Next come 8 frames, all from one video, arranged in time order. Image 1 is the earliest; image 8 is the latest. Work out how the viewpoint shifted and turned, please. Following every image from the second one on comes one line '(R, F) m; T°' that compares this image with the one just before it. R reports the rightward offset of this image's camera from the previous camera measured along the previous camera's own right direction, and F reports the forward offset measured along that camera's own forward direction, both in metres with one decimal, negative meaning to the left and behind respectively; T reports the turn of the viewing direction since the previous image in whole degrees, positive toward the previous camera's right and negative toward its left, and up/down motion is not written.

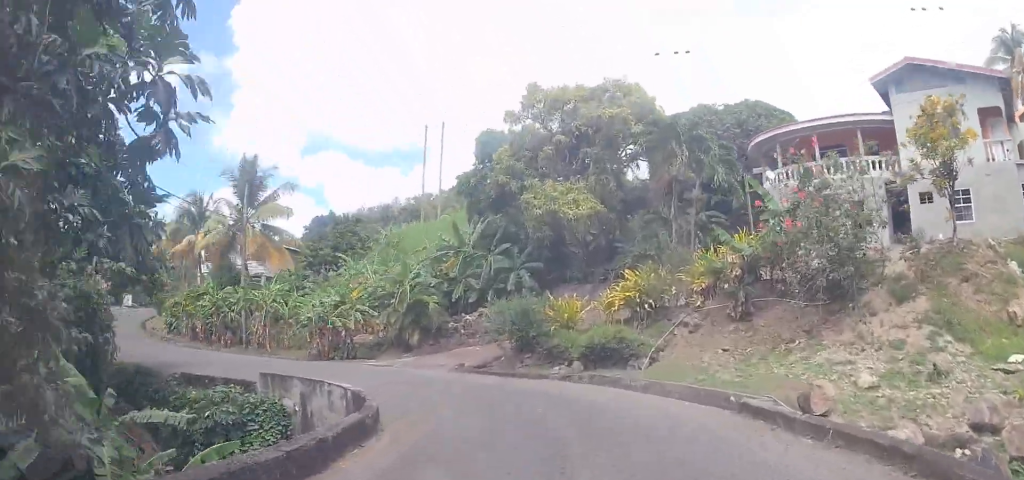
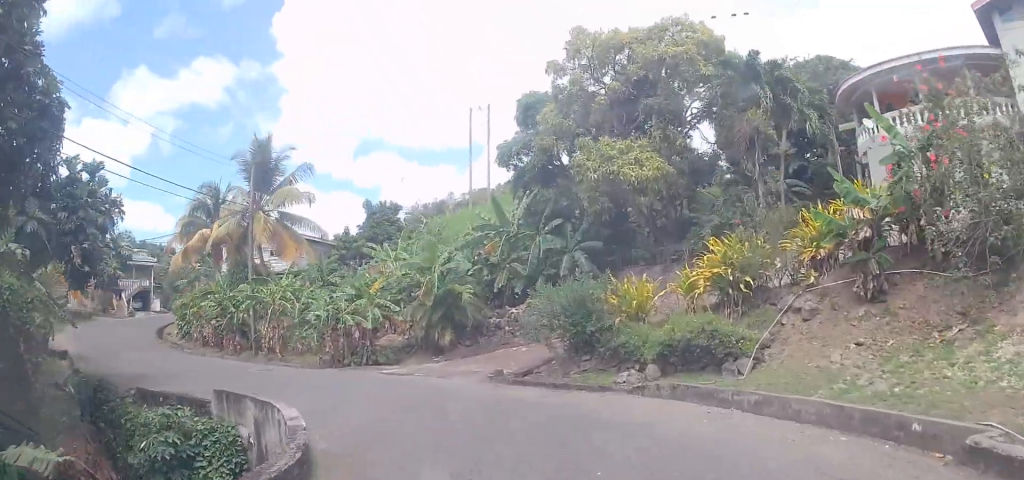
(-0.6, +4.5) m; -13°
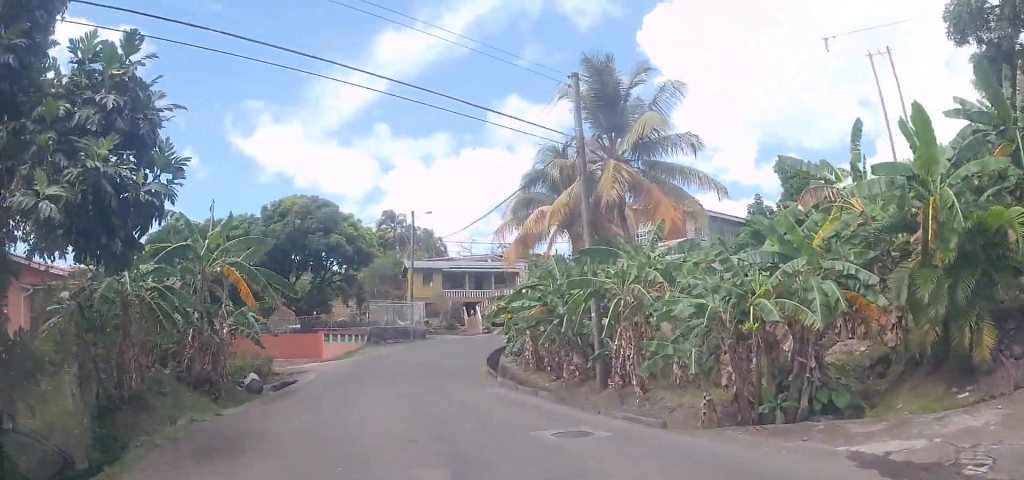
(-4.1, +9.8) m; -41°
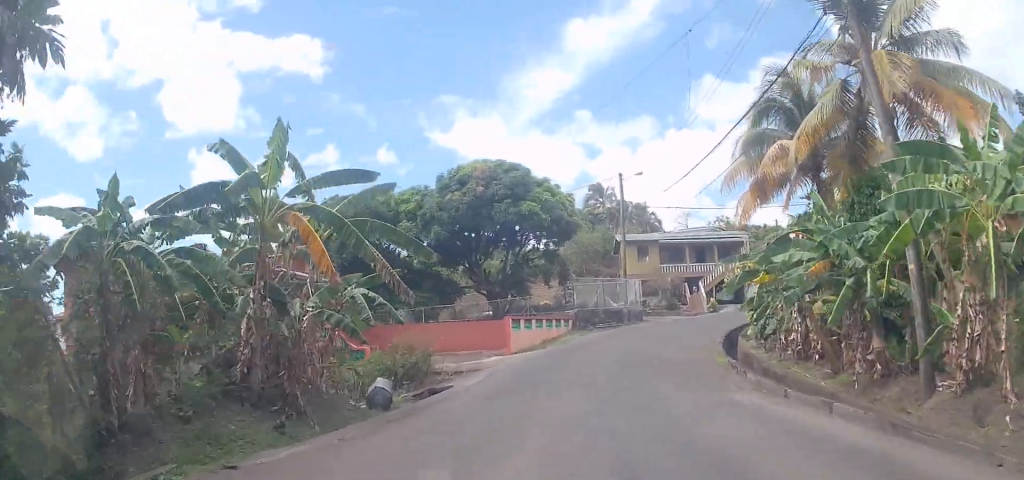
(-0.6, +6.1) m; -16°
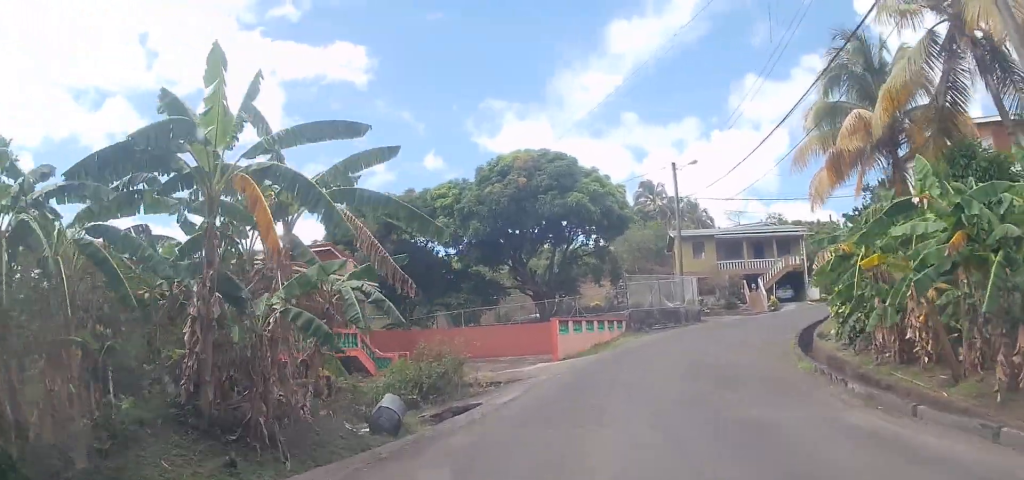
(-0.7, +2.6) m; -2°
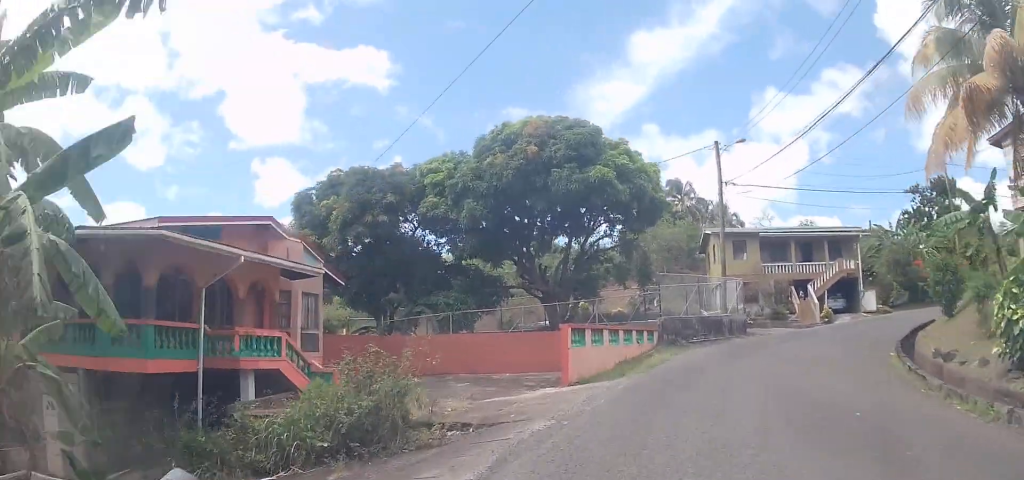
(+0.5, +6.2) m; 0°
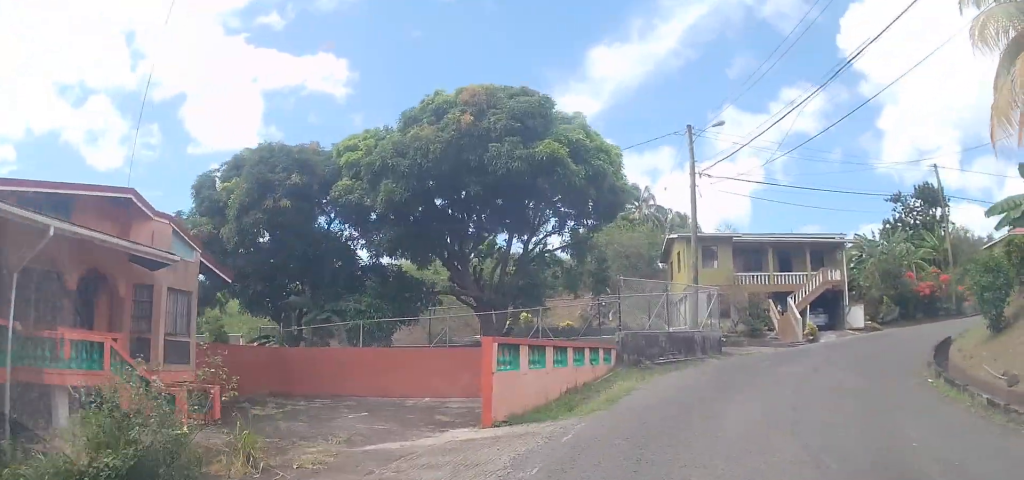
(-0.2, +4.4) m; -4°
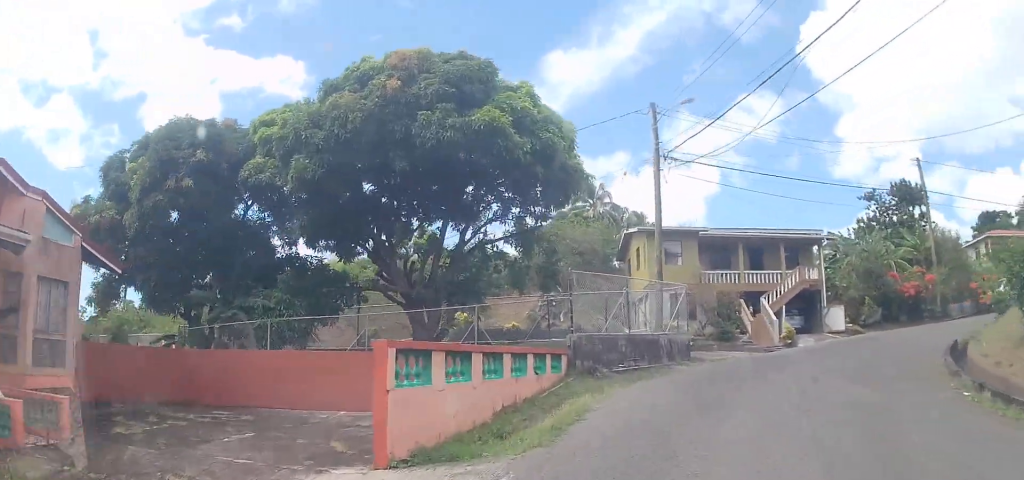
(-0.4, +3.0) m; -4°
